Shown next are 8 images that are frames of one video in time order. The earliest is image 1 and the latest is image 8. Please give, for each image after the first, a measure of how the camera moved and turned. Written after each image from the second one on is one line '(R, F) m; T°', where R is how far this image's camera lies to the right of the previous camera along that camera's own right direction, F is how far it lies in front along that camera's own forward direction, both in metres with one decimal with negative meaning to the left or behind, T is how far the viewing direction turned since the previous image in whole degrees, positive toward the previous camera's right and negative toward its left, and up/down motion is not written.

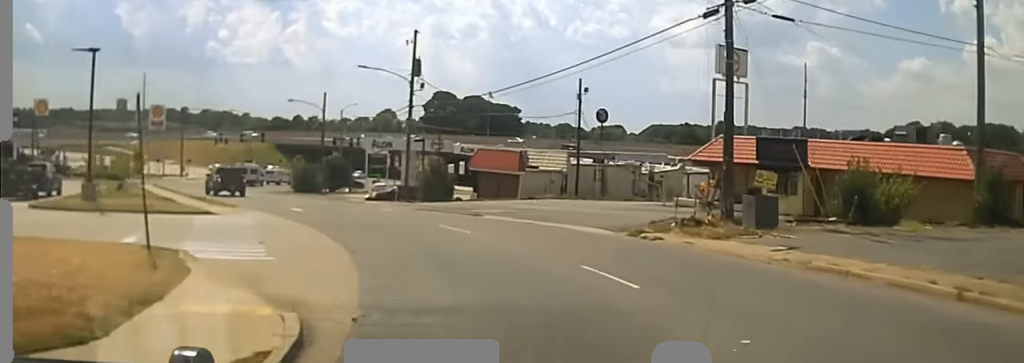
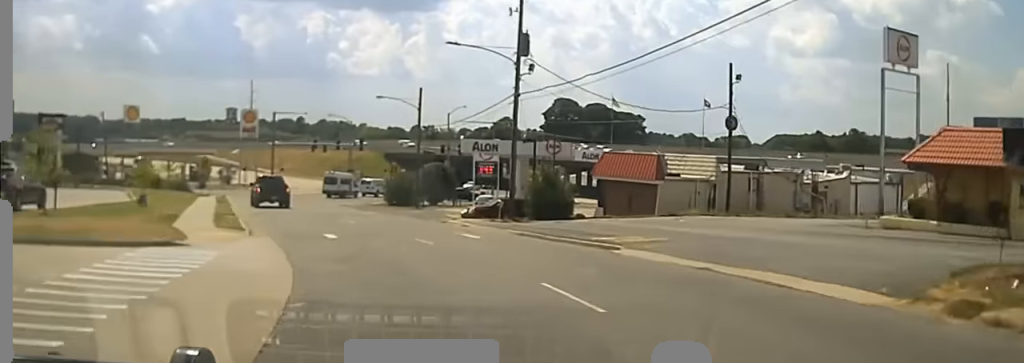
(+0.2, +14.8) m; -4°
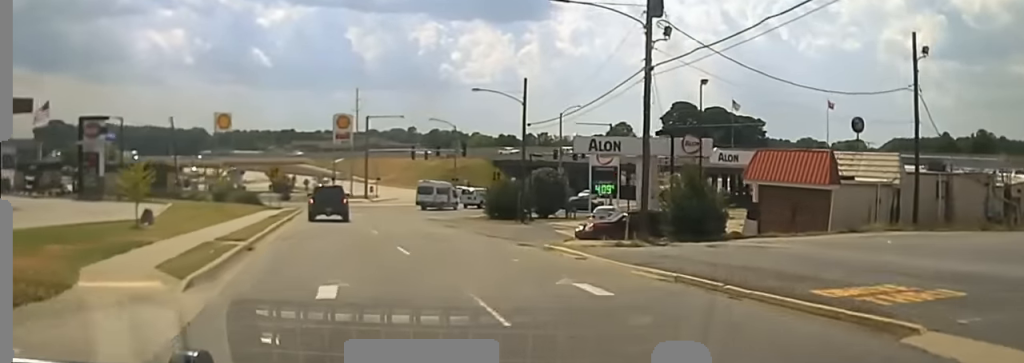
(-0.6, +12.0) m; -6°
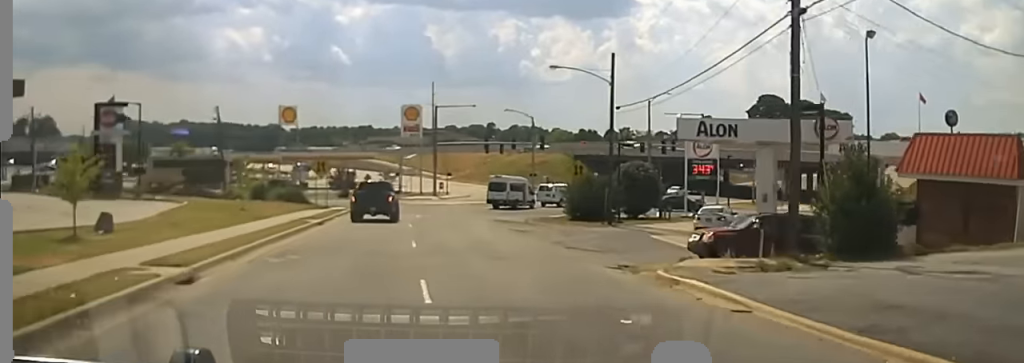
(-0.3, +10.3) m; -7°
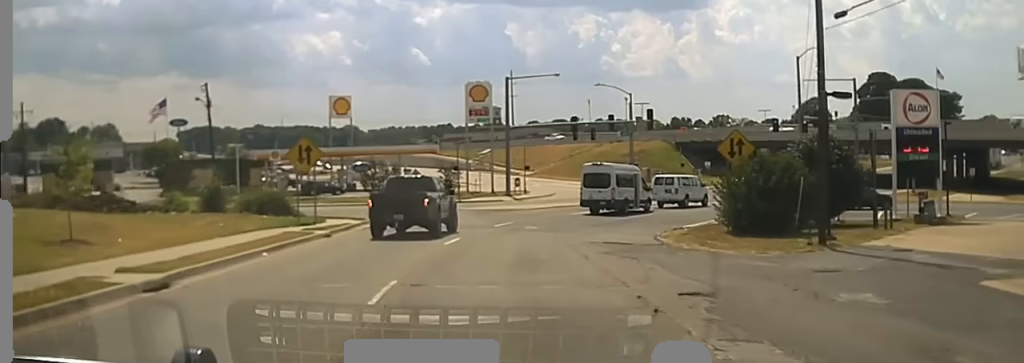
(-3.8, +25.1) m; -11°
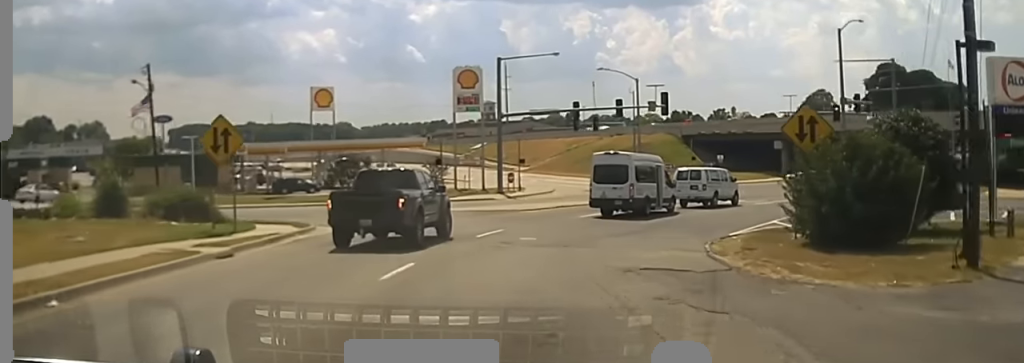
(0.0, +11.5) m; 0°
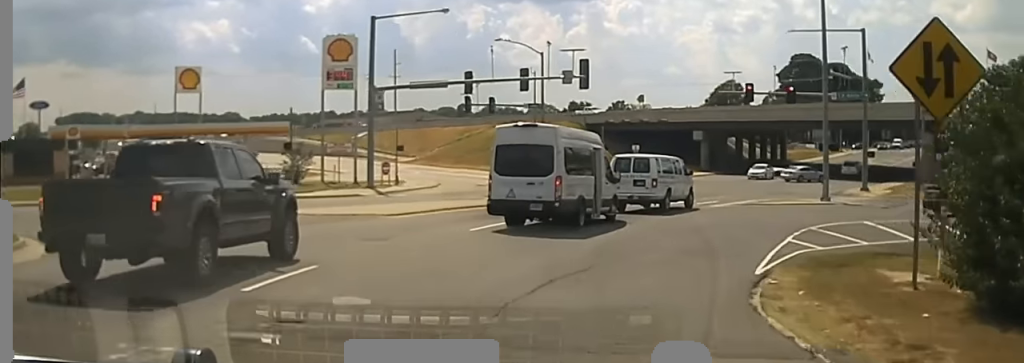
(0.0, +16.1) m; 0°
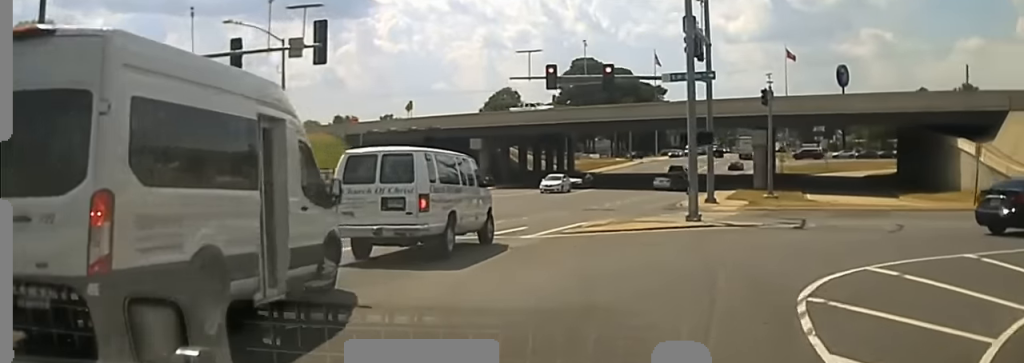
(0.0, +18.5) m; 0°
